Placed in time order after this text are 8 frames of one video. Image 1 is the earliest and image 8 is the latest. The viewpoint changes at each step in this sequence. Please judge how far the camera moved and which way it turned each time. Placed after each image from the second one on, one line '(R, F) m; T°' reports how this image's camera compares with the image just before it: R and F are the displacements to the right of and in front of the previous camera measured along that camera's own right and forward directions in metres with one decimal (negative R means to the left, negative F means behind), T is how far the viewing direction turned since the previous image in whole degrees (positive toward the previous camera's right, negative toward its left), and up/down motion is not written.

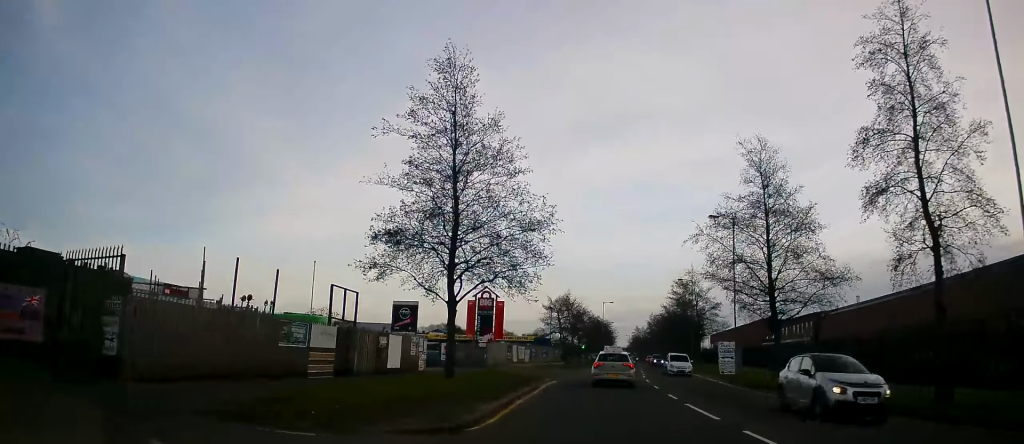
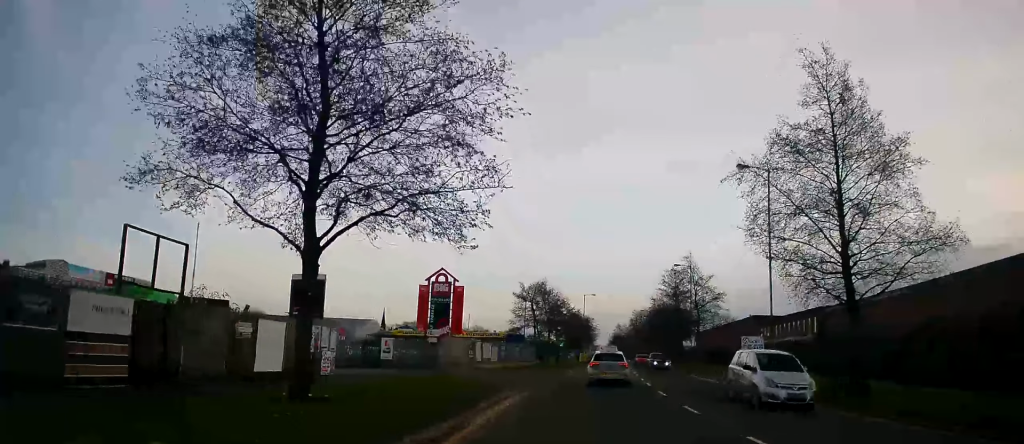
(+0.2, +10.7) m; +1°
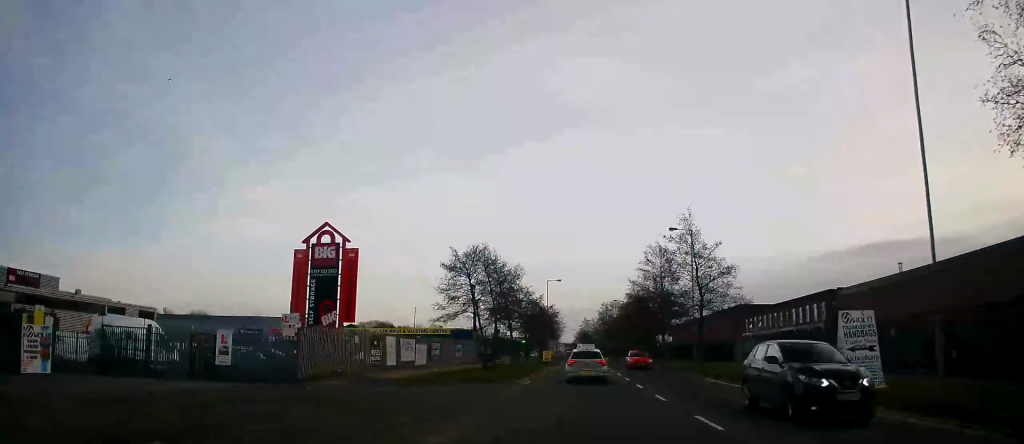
(+0.4, +15.8) m; +3°
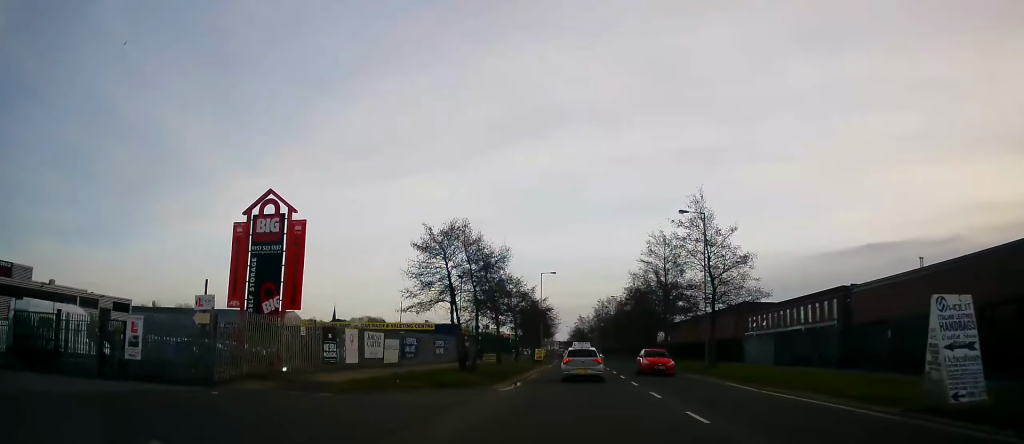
(+0.2, +5.4) m; +1°
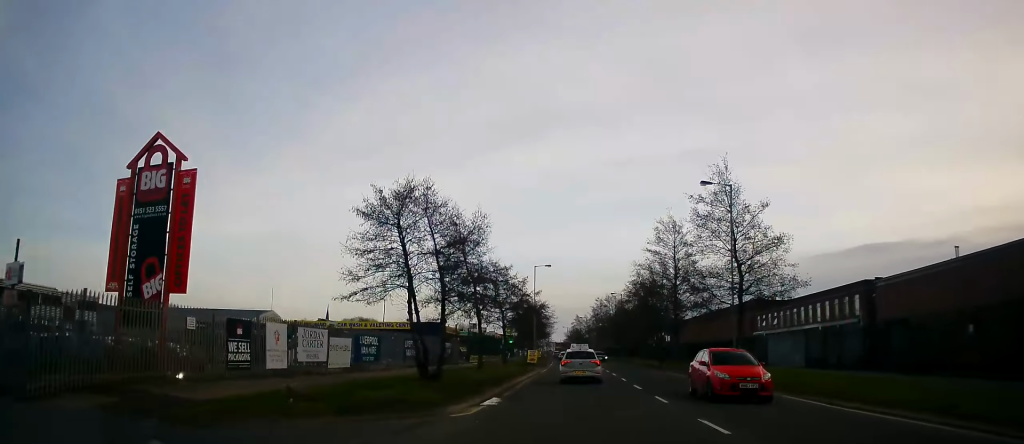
(0.0, +7.2) m; 0°
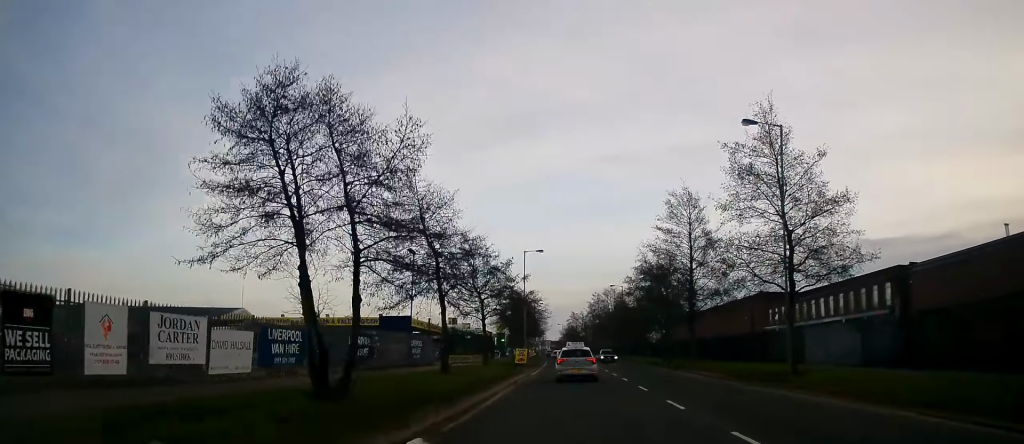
(-0.1, +8.6) m; 0°
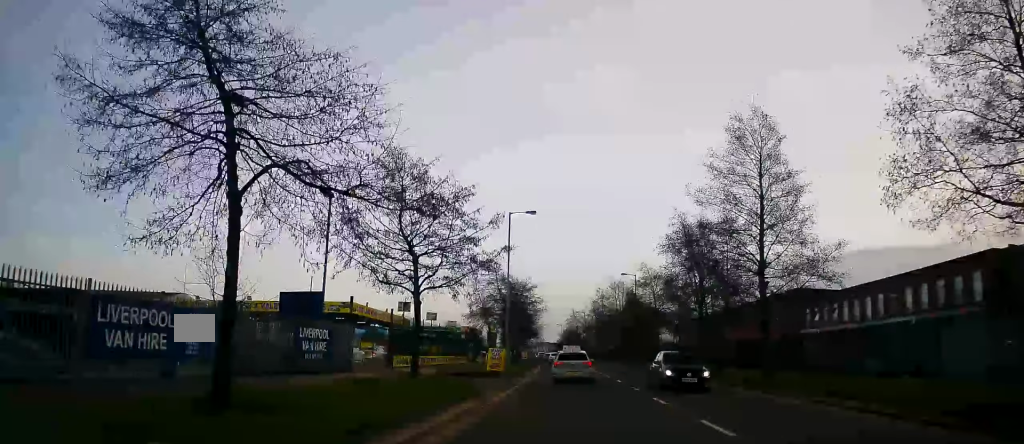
(+0.3, +16.1) m; +2°
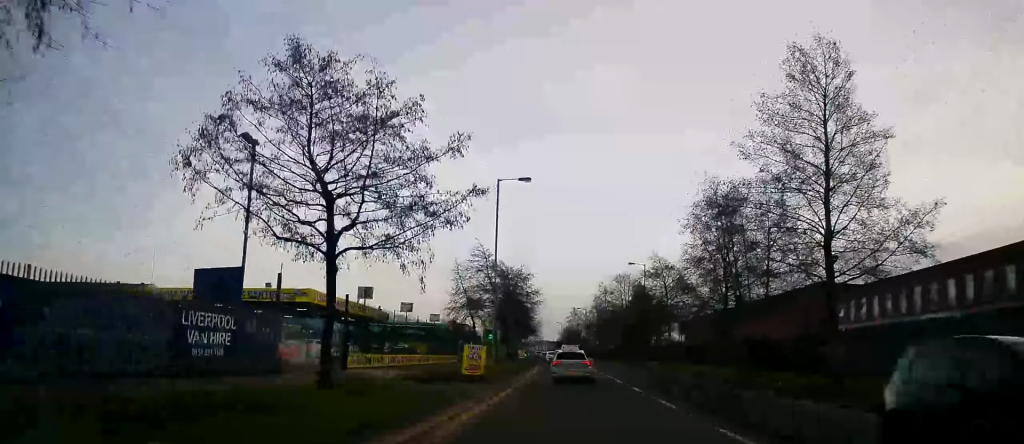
(+0.1, +7.5) m; 0°
